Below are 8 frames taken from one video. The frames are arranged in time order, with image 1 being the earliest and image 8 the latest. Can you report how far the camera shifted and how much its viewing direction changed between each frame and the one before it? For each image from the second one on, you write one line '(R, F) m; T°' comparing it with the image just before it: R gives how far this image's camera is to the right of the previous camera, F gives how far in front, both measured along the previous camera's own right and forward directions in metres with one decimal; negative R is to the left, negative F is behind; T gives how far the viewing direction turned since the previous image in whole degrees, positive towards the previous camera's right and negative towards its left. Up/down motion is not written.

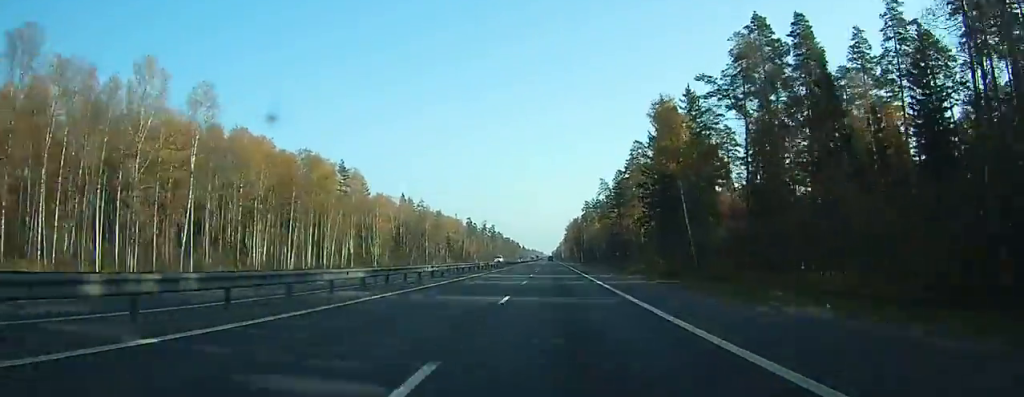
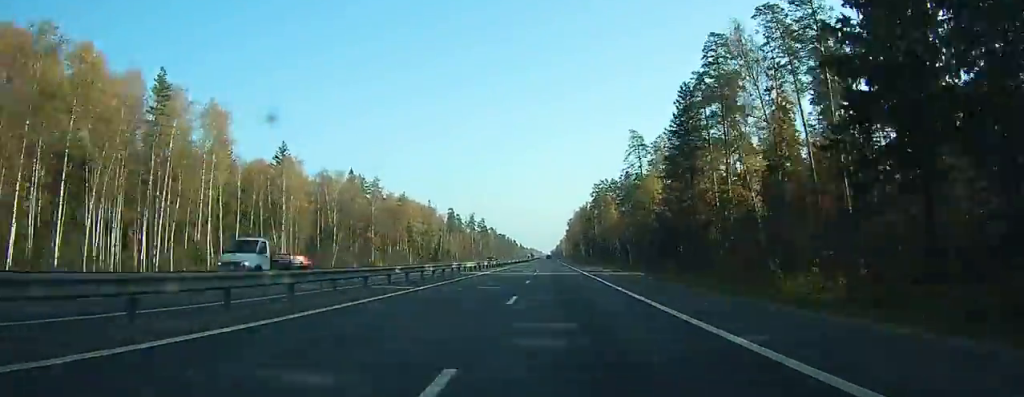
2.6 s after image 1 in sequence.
(0.0, +70.7) m; 0°
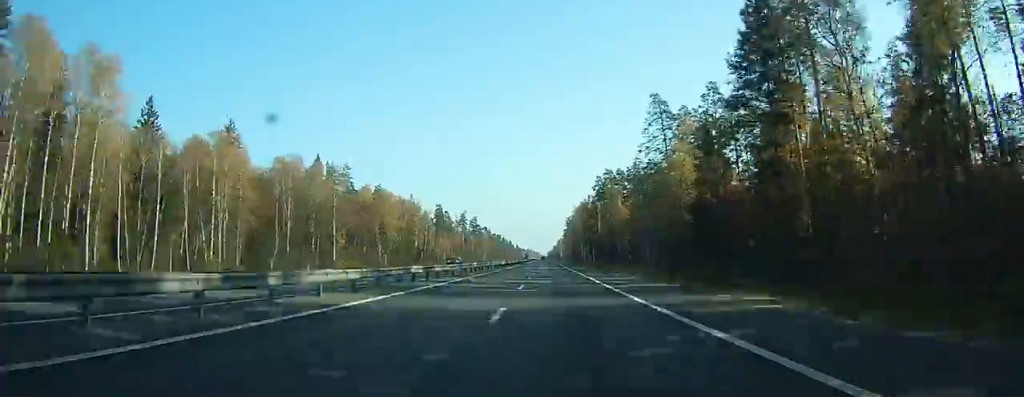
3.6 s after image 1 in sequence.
(0.0, +27.3) m; 0°
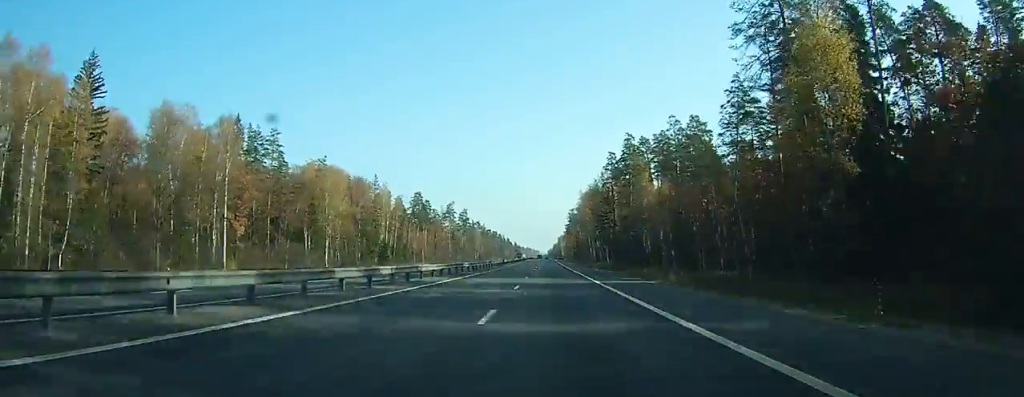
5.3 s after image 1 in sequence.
(0.0, +46.2) m; 0°
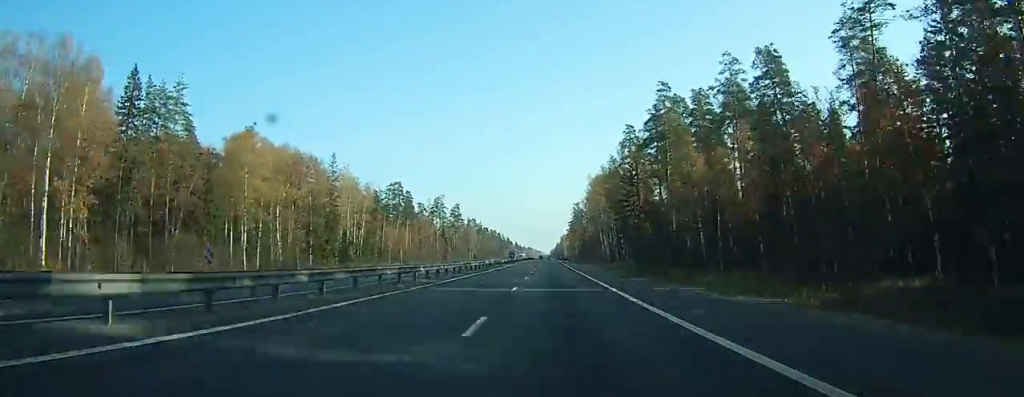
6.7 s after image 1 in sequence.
(+0.1, +37.3) m; 0°
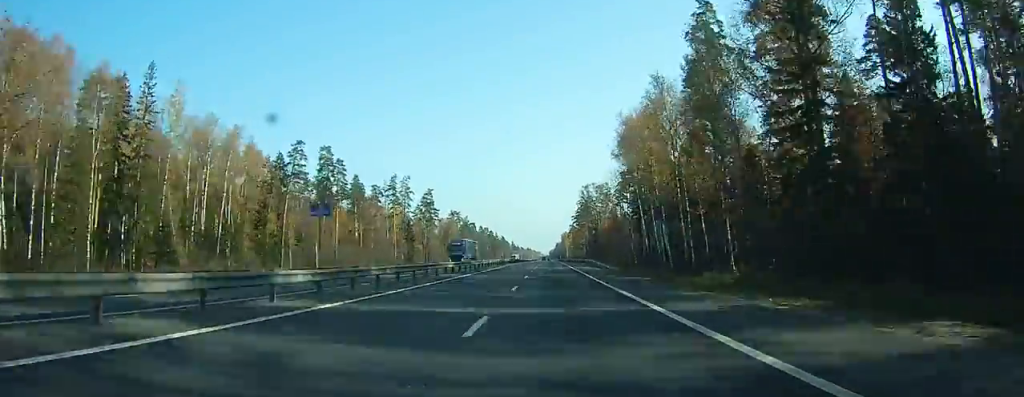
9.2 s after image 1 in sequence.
(0.0, +72.5) m; 0°
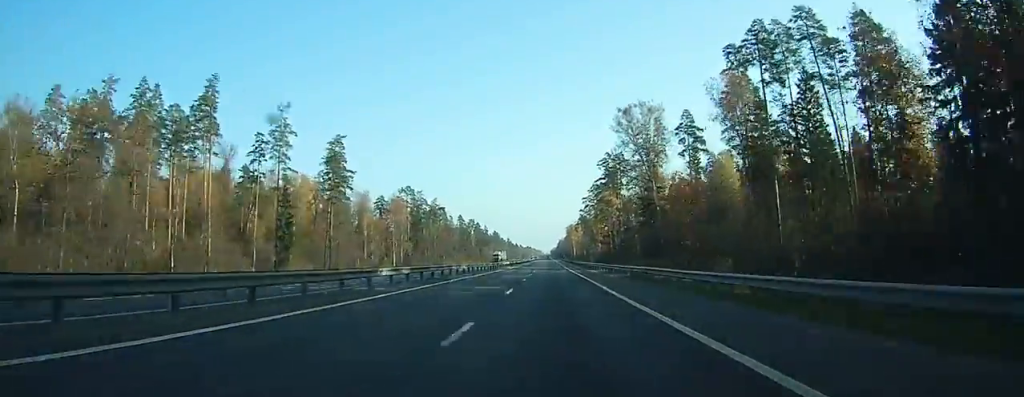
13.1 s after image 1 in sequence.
(-0.5, +105.8) m; -1°
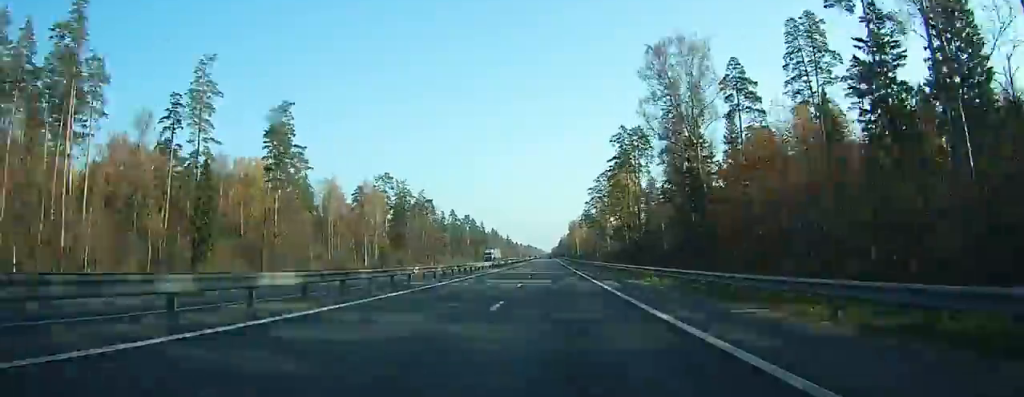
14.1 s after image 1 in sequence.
(-0.1, +31.0) m; 0°
